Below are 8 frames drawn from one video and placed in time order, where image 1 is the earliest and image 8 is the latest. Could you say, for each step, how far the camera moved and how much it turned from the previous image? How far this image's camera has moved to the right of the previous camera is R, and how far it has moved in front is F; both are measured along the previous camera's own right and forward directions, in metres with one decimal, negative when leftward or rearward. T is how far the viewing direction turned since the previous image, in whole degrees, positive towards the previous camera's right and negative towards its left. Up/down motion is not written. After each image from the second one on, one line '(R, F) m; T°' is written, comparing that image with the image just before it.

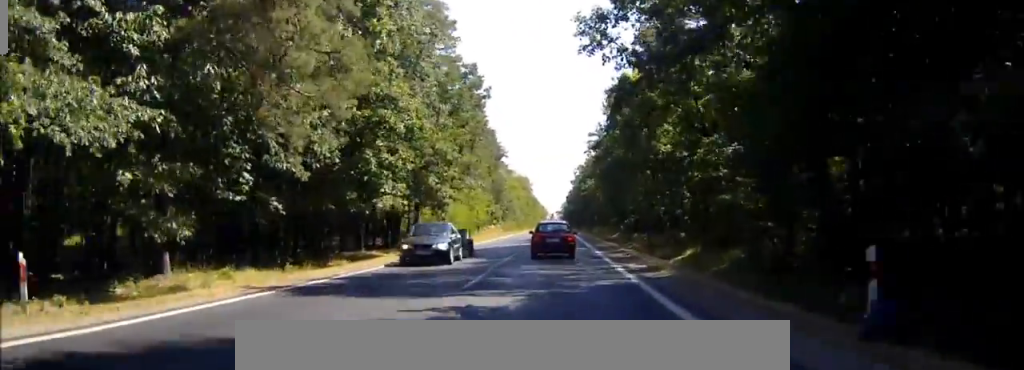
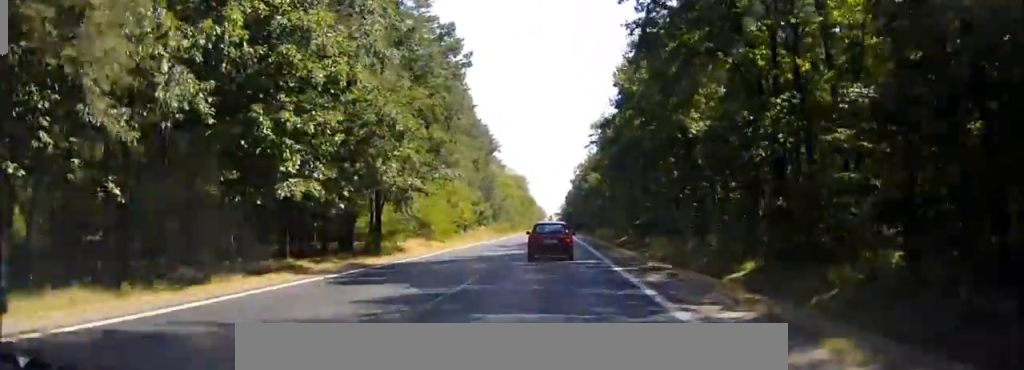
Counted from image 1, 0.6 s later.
(0.0, +12.5) m; 0°
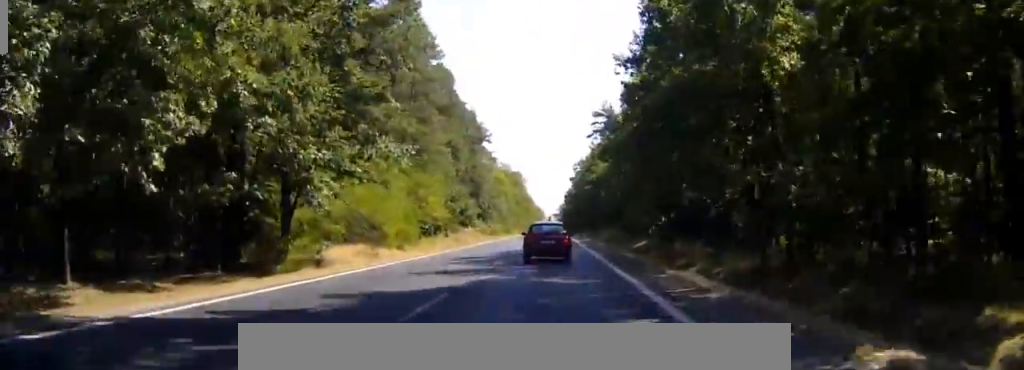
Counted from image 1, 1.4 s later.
(-0.1, +16.7) m; 0°
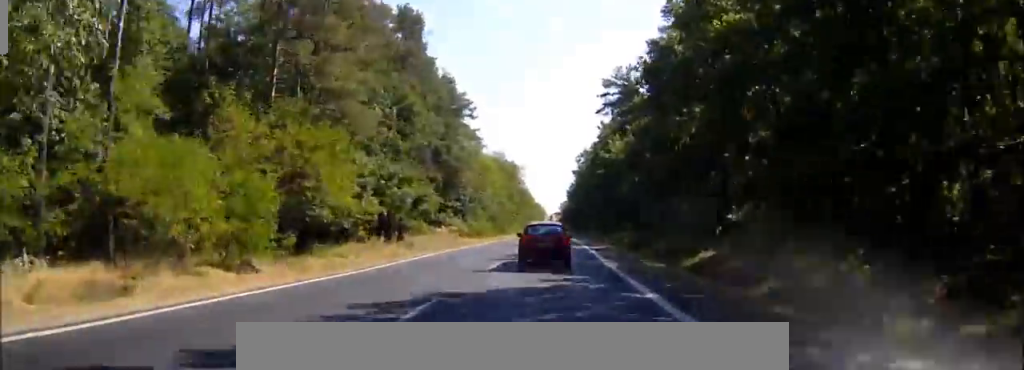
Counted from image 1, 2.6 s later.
(+0.2, +24.6) m; +1°
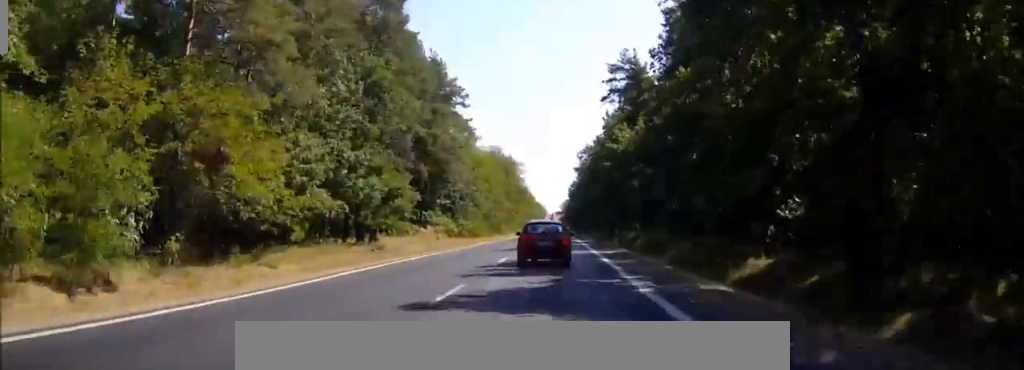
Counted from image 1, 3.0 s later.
(+0.1, +8.8) m; 0°
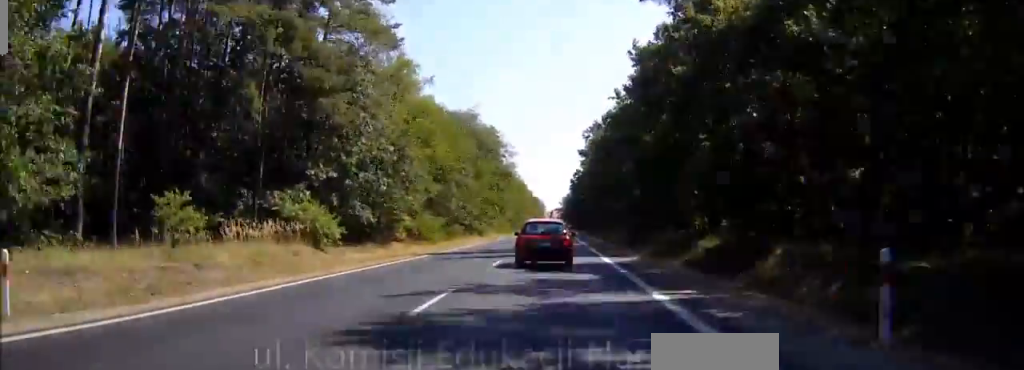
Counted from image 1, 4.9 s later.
(-0.6, +37.7) m; -2°
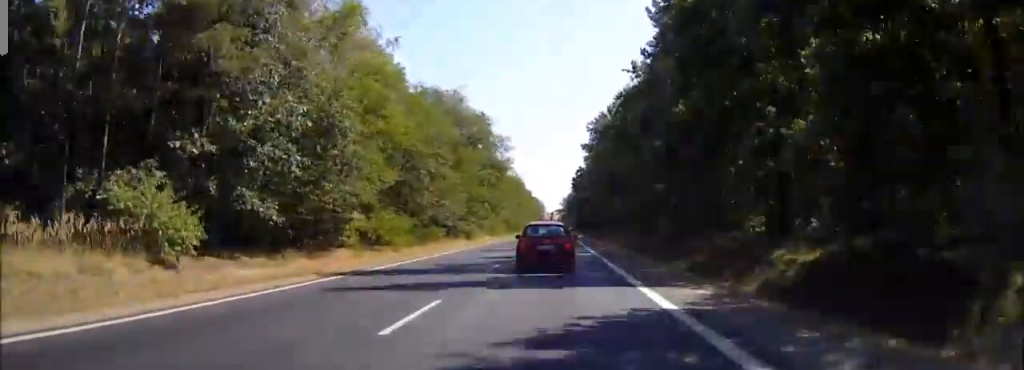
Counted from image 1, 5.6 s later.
(0.0, +13.5) m; 0°
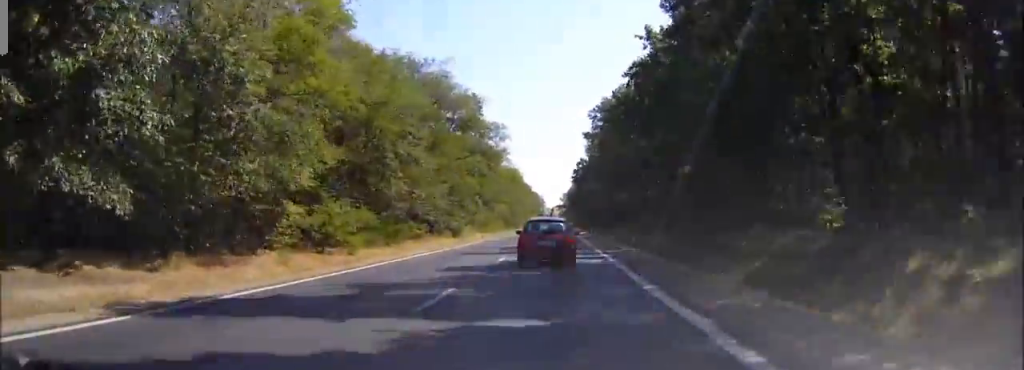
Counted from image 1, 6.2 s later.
(0.0, +10.2) m; 0°
